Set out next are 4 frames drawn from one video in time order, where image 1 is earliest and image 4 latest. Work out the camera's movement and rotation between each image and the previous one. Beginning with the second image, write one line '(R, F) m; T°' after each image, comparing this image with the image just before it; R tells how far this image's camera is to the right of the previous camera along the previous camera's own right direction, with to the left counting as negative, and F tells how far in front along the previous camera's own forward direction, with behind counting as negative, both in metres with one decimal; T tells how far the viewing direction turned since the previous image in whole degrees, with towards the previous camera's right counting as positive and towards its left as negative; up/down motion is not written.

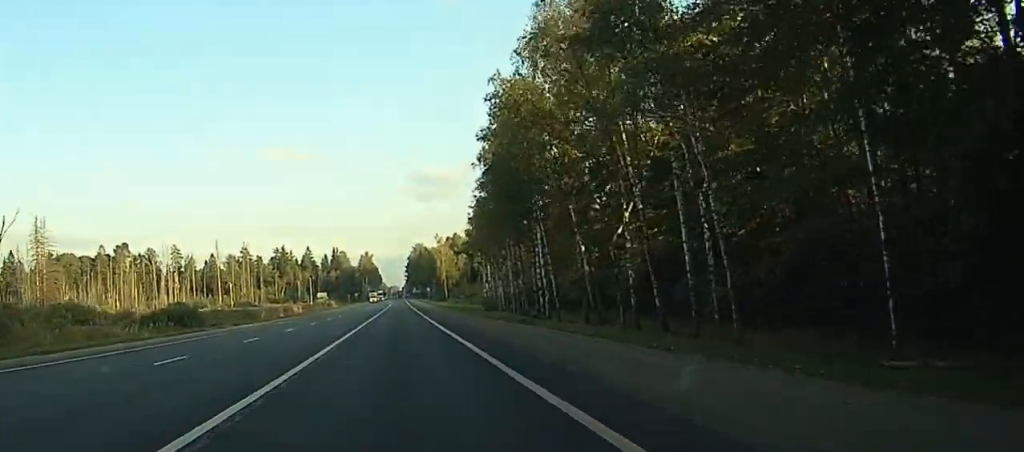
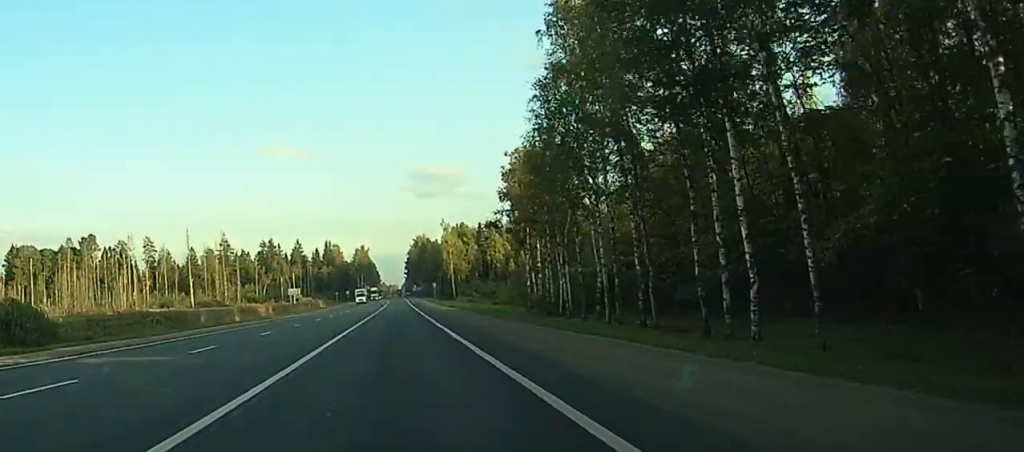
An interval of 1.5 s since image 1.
(-0.2, +45.0) m; 0°
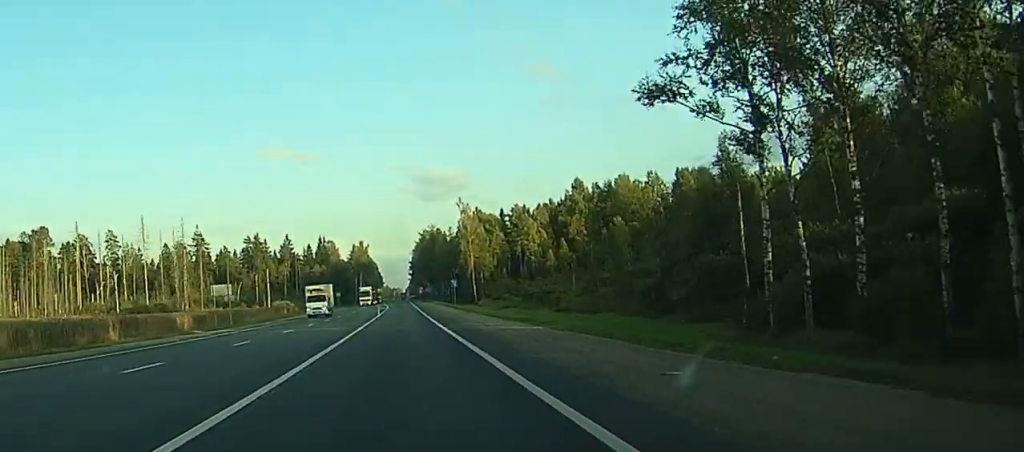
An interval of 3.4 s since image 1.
(-0.2, +56.2) m; 0°
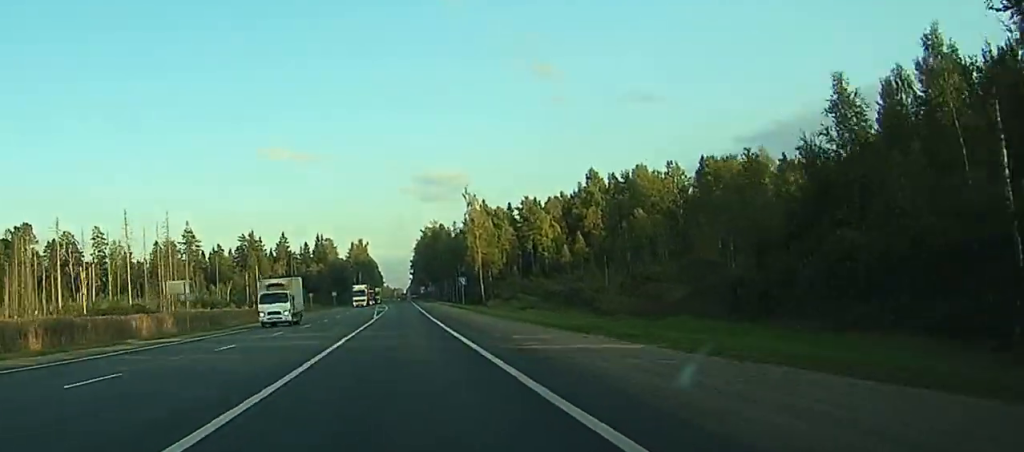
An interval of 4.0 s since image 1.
(-0.1, +15.8) m; 0°
